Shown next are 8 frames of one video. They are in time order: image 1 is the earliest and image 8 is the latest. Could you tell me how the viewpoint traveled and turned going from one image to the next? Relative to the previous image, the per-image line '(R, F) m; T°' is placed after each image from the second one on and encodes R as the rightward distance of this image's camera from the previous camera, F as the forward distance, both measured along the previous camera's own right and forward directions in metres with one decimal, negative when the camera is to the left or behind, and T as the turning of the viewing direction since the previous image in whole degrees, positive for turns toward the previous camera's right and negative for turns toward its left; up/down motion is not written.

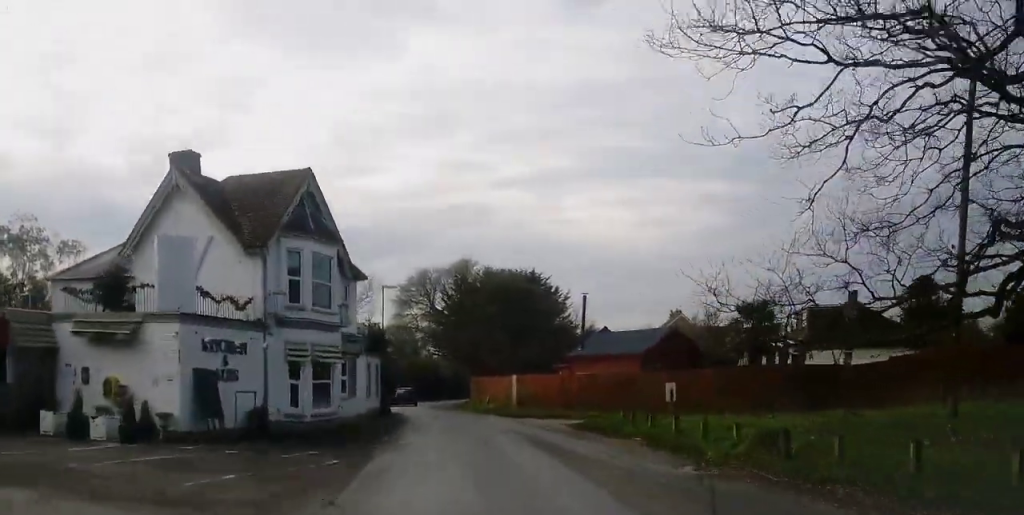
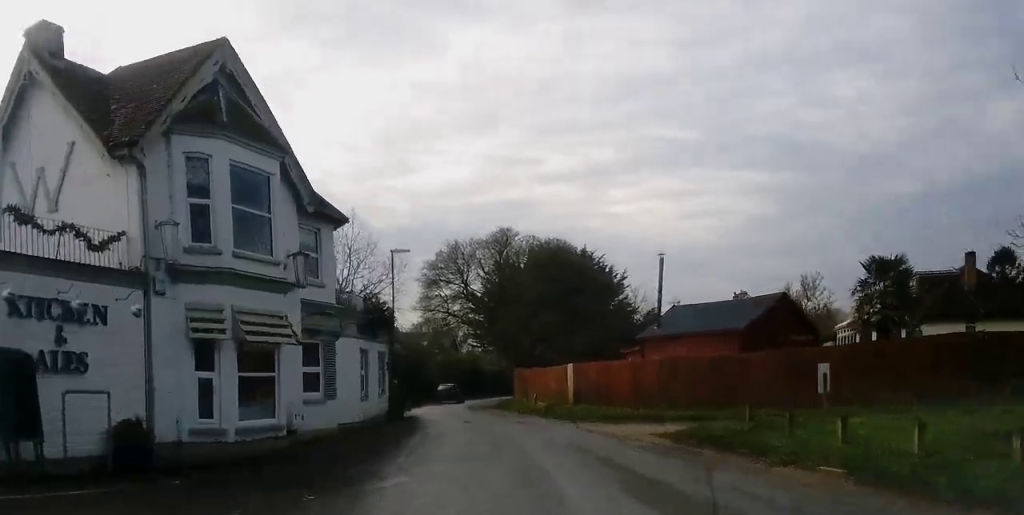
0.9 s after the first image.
(0.0, +9.9) m; 0°
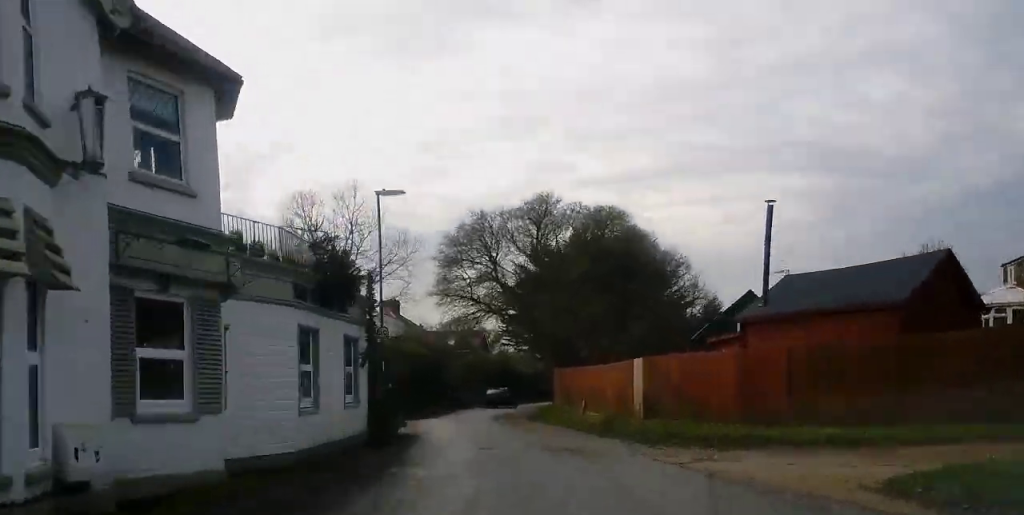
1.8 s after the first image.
(0.0, +9.5) m; -3°
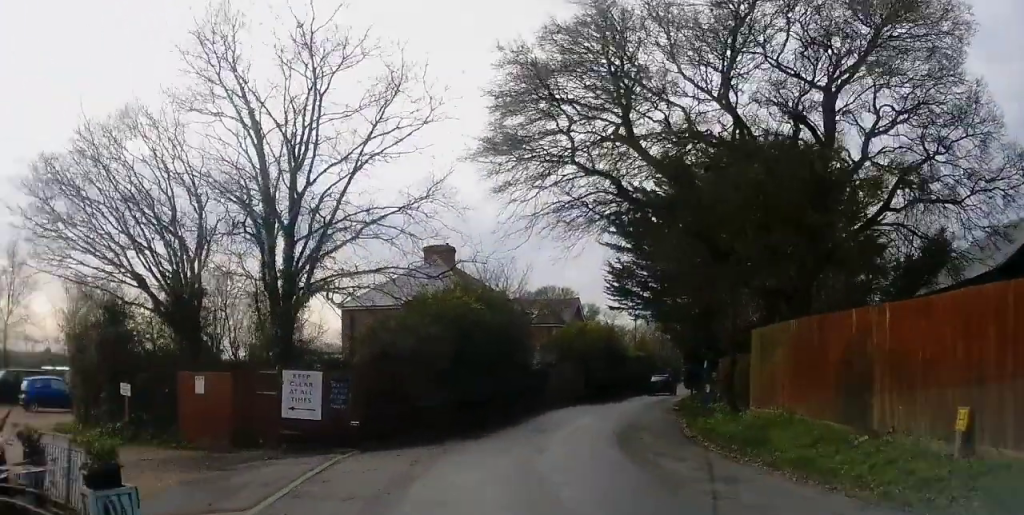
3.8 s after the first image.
(-2.0, +21.4) m; -6°
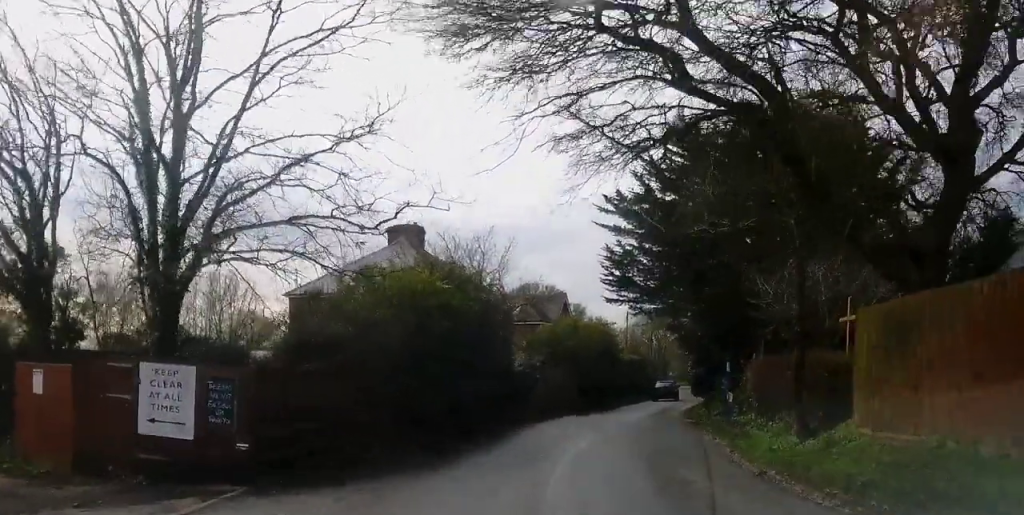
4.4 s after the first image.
(+0.2, +6.4) m; +1°
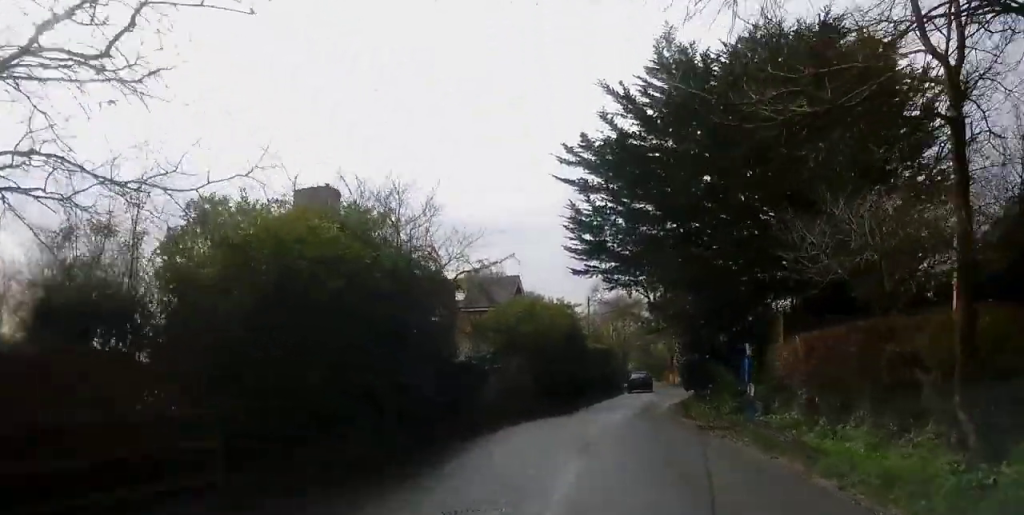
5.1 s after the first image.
(+0.2, +7.3) m; +2°
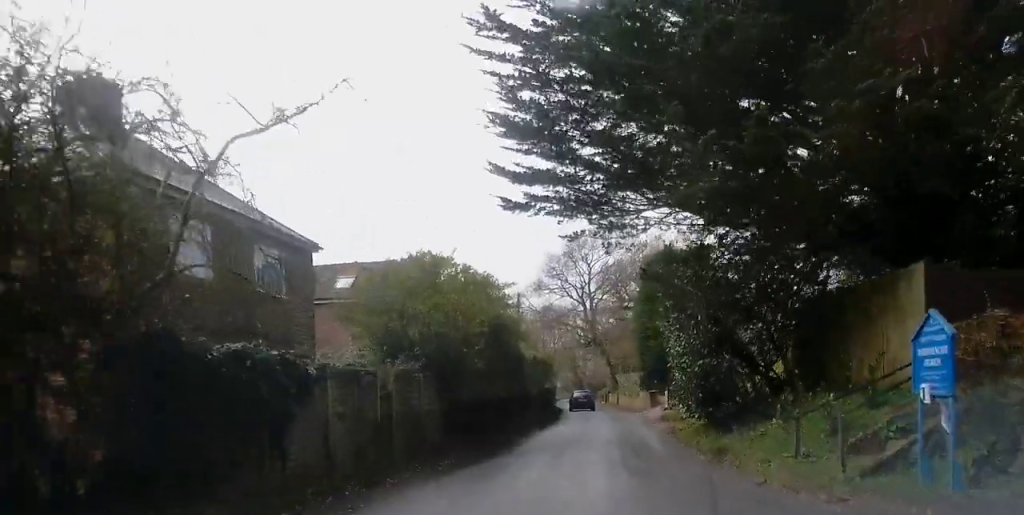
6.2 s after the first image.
(+0.3, +12.4) m; +4°
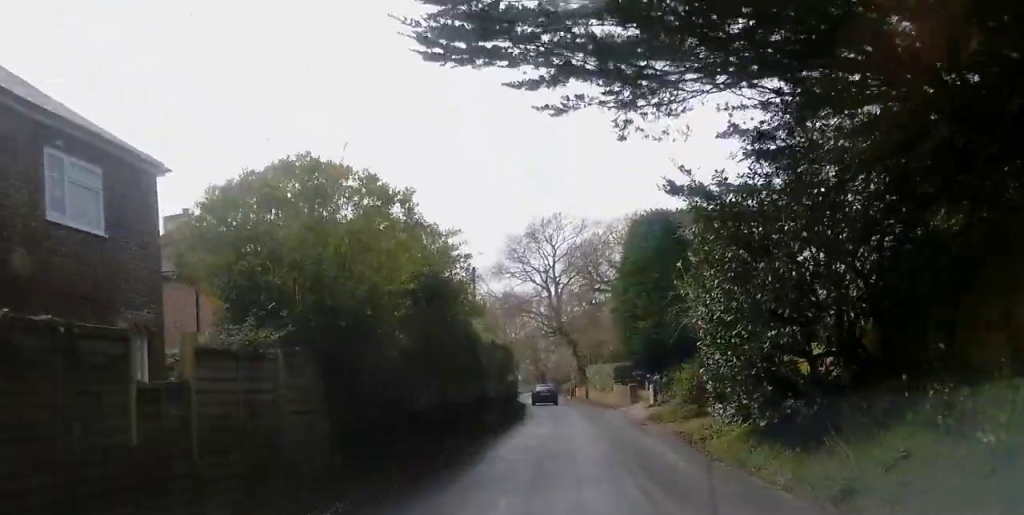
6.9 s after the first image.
(+0.3, +7.1) m; +2°
